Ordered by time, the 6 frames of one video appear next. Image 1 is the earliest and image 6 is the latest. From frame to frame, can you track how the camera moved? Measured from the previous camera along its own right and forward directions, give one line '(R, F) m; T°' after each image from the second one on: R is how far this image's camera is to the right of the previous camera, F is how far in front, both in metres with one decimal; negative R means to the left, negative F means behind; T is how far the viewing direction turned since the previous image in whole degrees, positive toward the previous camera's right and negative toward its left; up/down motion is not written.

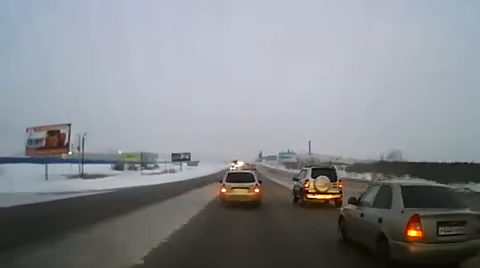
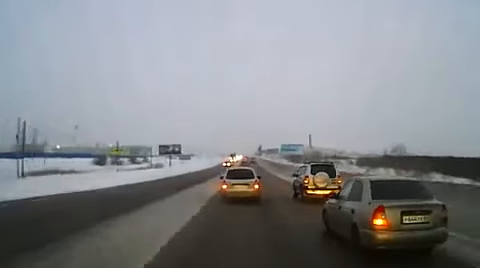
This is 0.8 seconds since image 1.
(0.0, +18.1) m; 0°
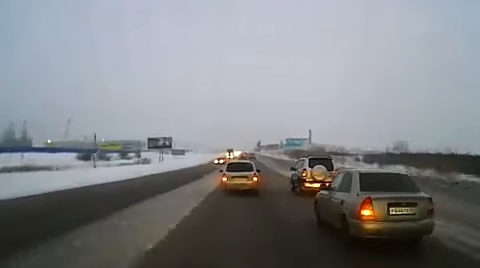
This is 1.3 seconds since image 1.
(0.0, +11.2) m; 0°
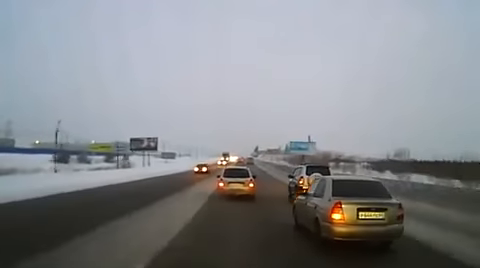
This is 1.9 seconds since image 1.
(0.0, +13.5) m; 0°
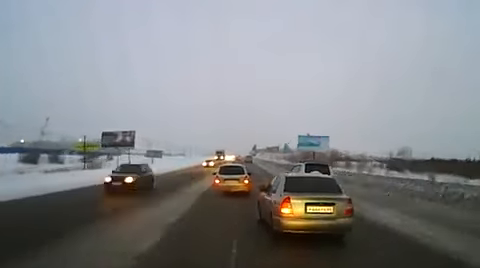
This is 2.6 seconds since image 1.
(0.0, +15.8) m; 0°
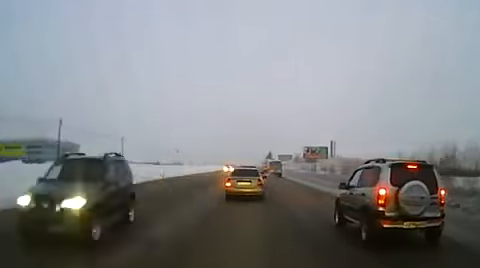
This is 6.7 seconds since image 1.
(-0.3, +92.5) m; -1°
